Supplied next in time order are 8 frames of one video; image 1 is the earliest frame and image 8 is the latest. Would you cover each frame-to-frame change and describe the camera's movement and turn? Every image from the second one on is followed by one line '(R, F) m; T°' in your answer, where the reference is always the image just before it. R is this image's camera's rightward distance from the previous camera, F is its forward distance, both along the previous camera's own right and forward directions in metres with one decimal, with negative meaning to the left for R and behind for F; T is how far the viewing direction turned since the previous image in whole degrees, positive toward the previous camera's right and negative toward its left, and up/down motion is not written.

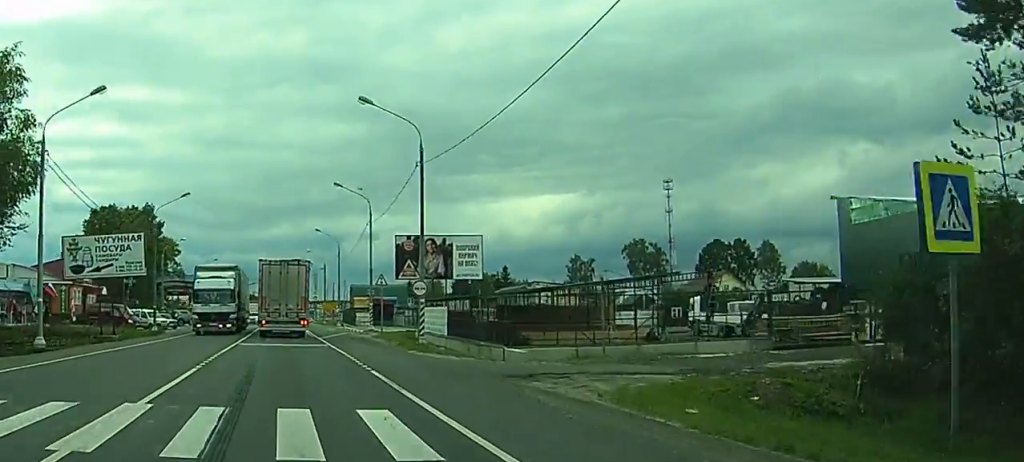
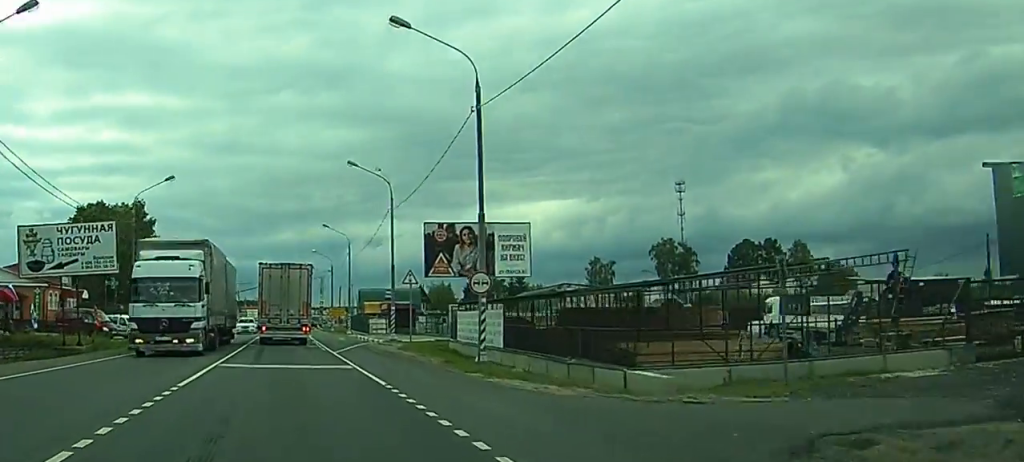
(0.0, +11.5) m; 0°
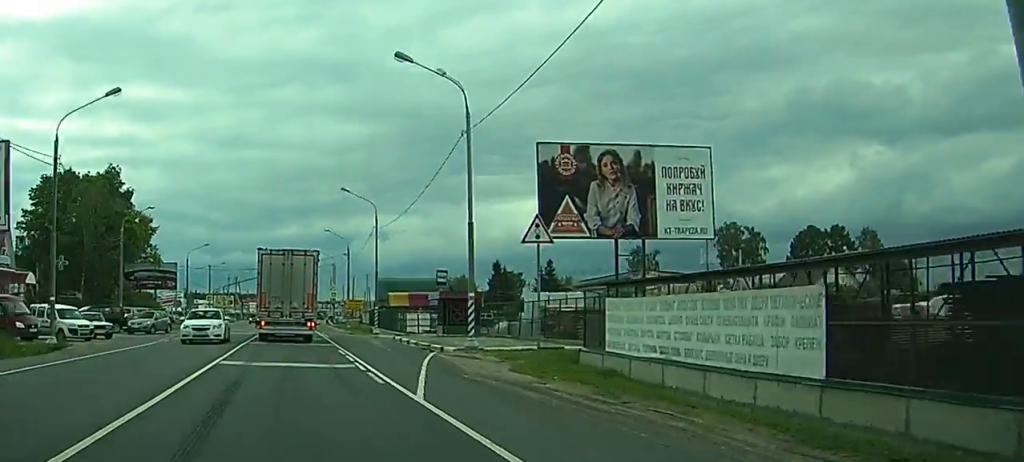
(+0.1, +21.3) m; 0°
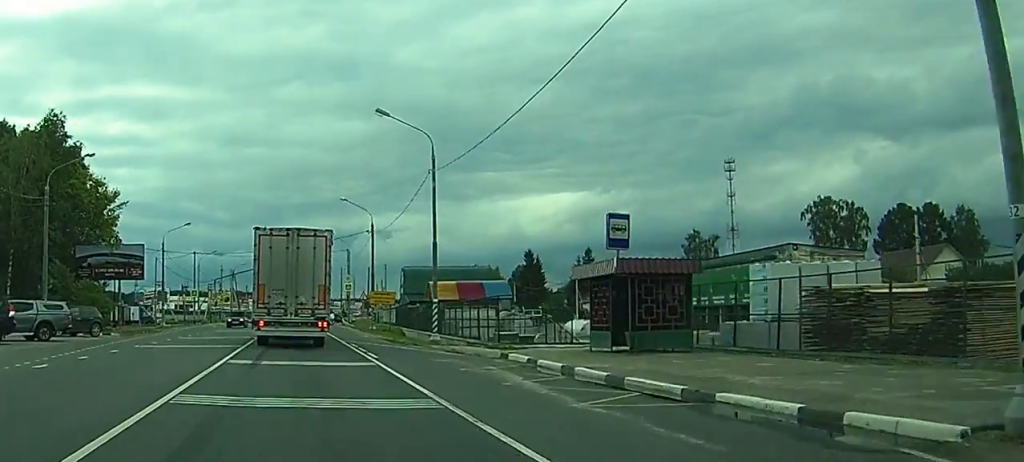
(-0.1, +24.8) m; 0°
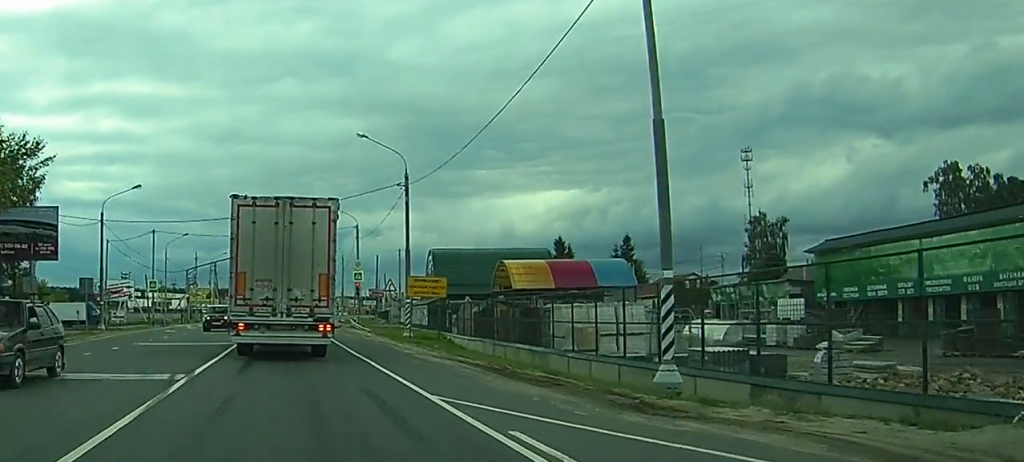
(+0.2, +29.1) m; +1°
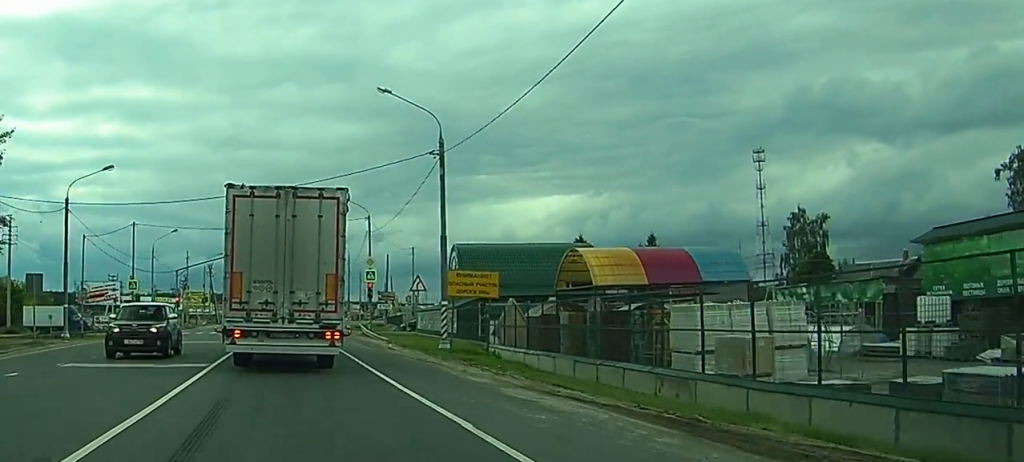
(+0.1, +12.8) m; +1°
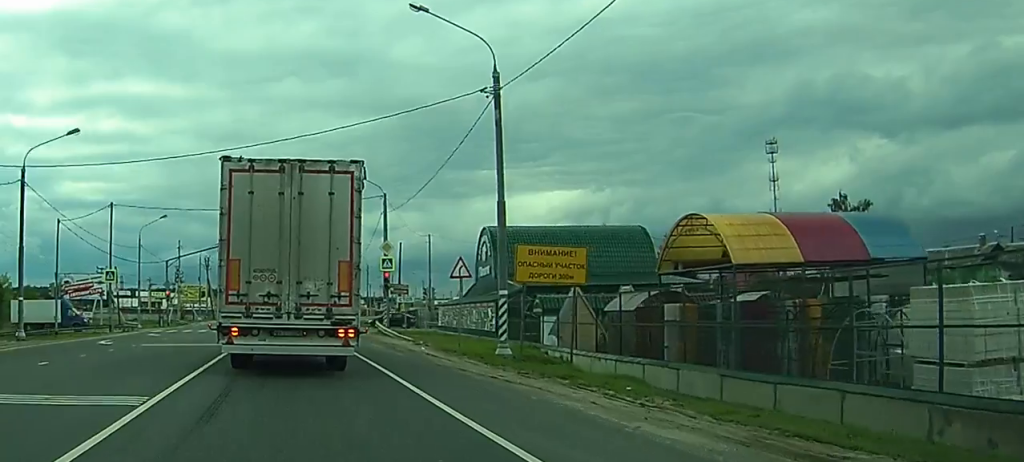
(0.0, +10.6) m; 0°
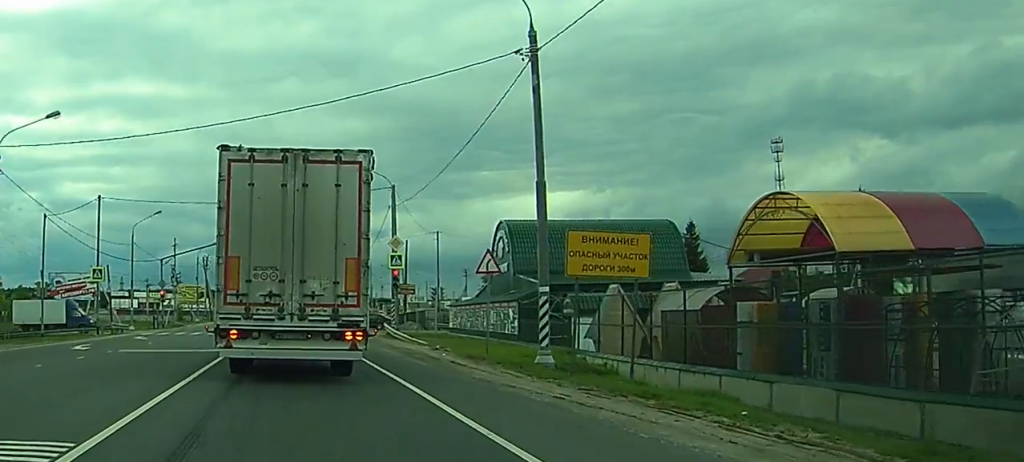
(0.0, +4.8) m; 0°
